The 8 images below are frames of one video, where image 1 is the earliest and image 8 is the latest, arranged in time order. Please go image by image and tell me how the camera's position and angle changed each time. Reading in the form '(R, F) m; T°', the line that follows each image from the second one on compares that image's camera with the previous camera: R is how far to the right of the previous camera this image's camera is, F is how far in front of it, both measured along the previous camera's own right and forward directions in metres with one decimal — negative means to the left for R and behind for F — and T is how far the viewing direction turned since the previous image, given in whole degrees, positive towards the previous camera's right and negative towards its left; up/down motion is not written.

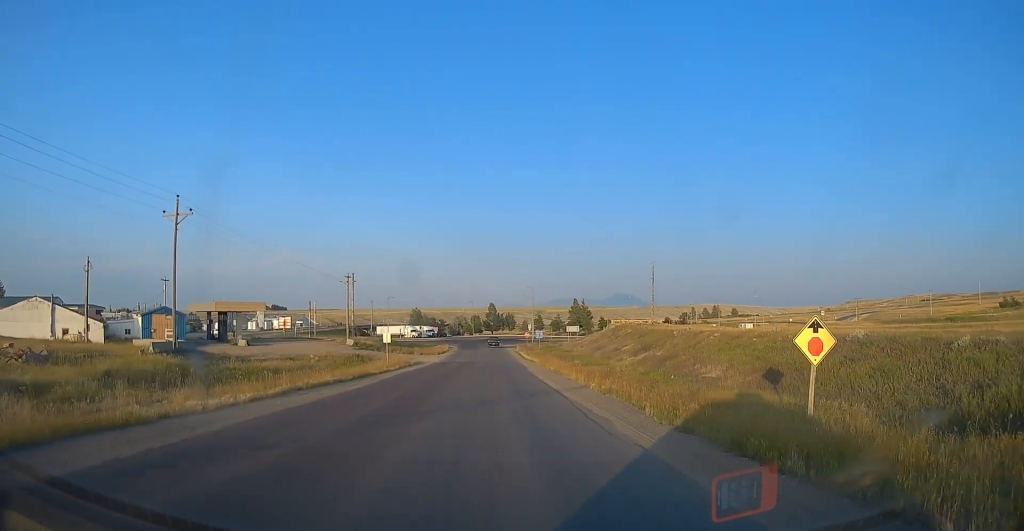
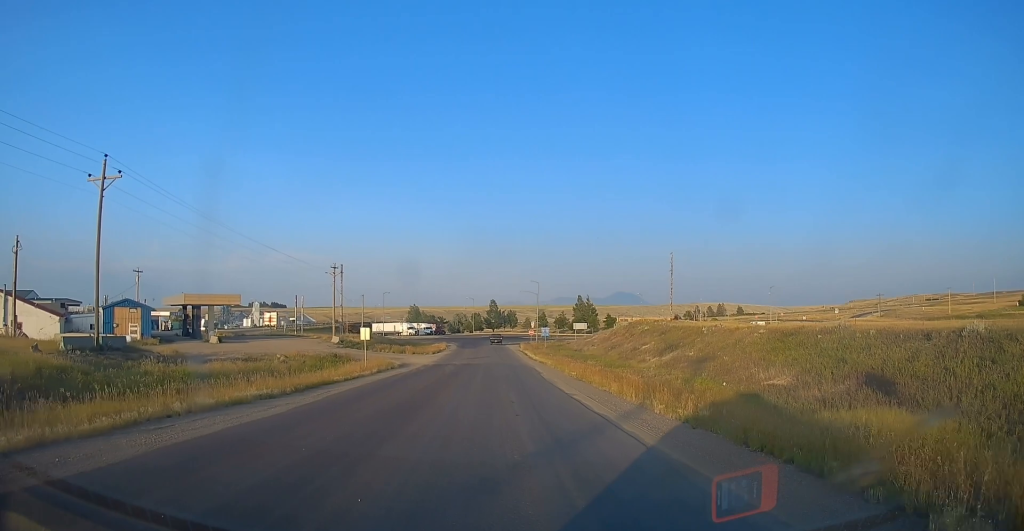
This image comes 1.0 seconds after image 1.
(0.0, +10.1) m; 0°
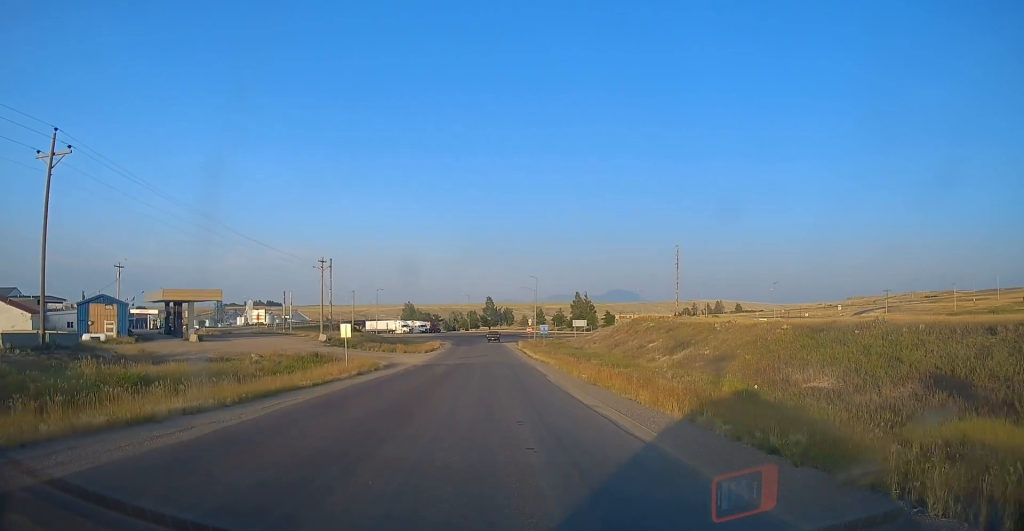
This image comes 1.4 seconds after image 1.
(0.0, +4.8) m; 0°
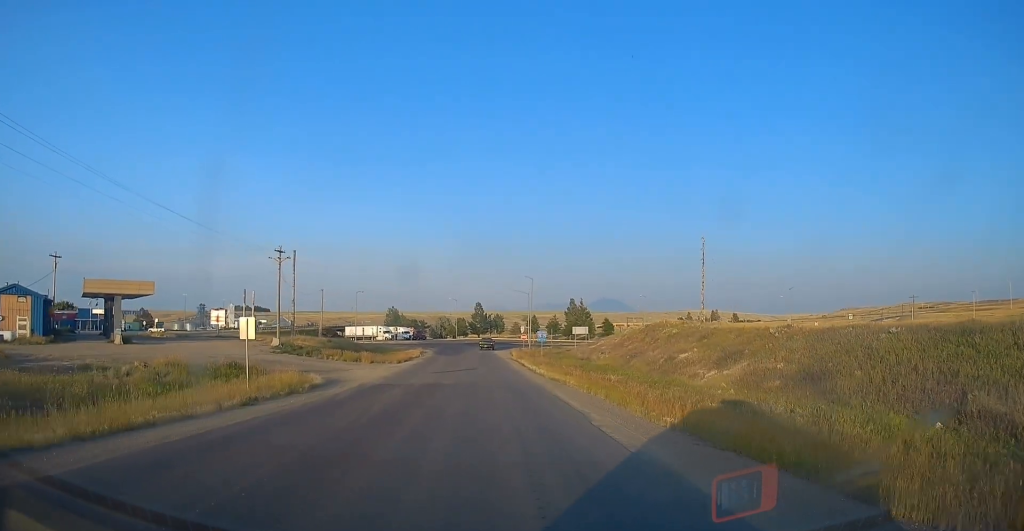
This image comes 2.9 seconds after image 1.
(+0.4, +14.7) m; +2°
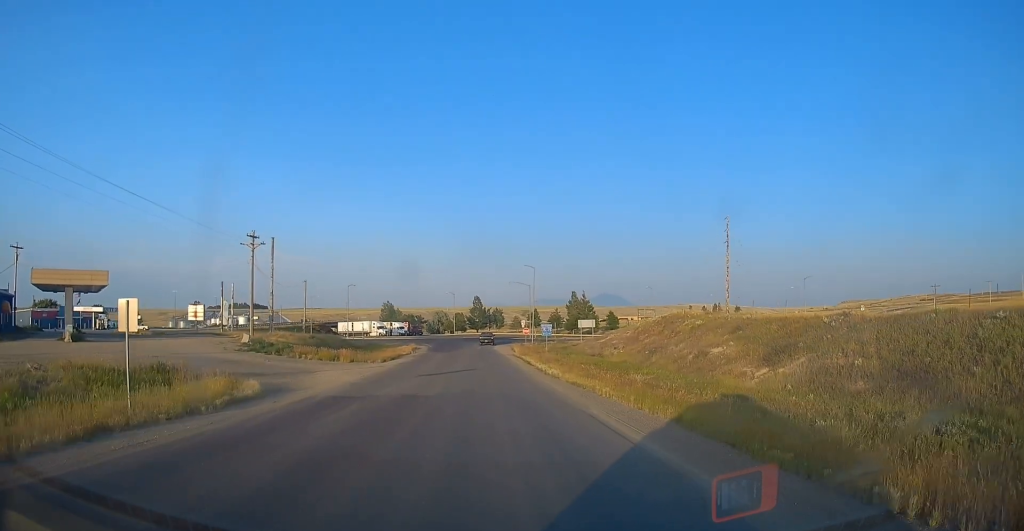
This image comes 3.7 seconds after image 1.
(0.0, +8.4) m; -1°
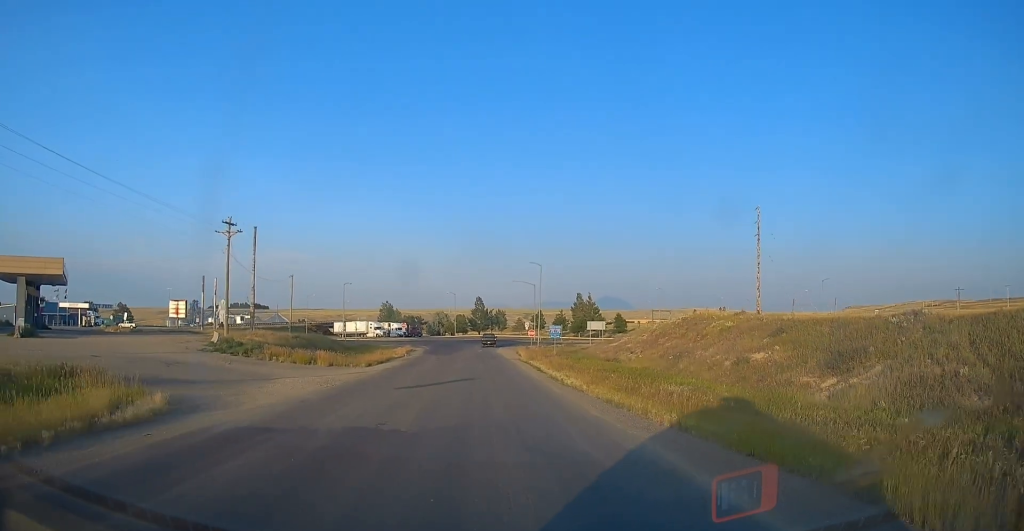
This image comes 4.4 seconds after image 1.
(-0.2, +7.2) m; -1°
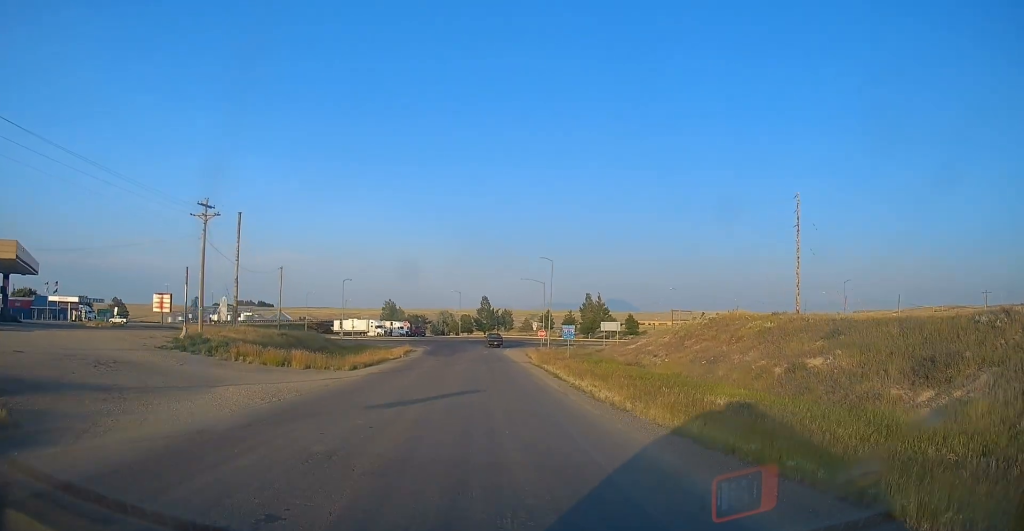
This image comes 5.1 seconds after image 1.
(0.0, +6.8) m; 0°
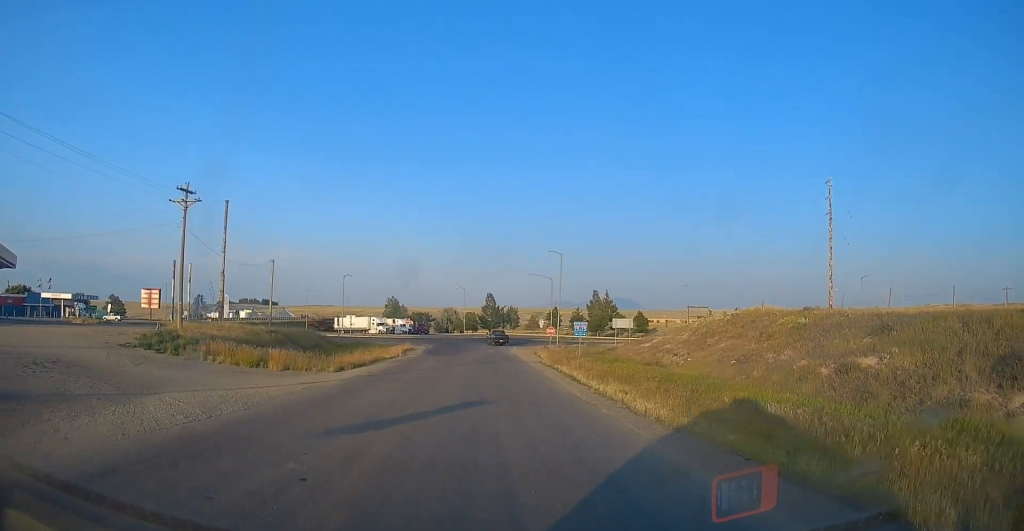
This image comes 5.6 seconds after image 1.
(0.0, +4.7) m; +1°
